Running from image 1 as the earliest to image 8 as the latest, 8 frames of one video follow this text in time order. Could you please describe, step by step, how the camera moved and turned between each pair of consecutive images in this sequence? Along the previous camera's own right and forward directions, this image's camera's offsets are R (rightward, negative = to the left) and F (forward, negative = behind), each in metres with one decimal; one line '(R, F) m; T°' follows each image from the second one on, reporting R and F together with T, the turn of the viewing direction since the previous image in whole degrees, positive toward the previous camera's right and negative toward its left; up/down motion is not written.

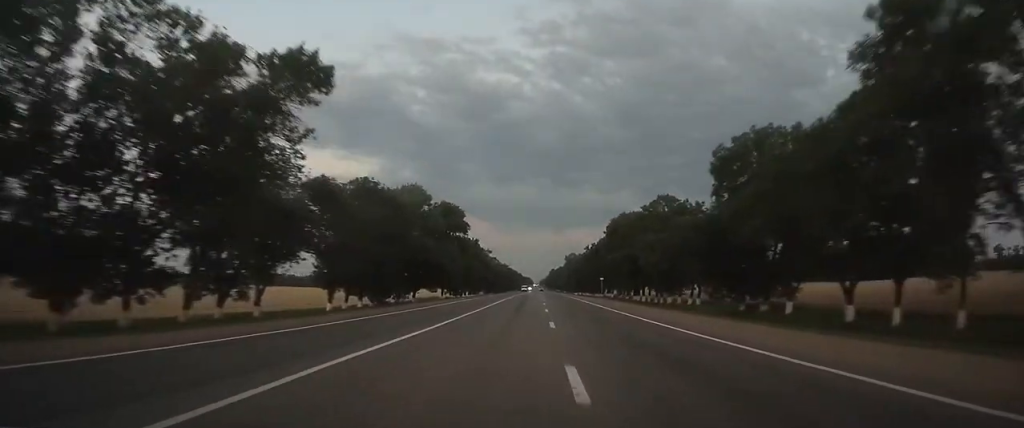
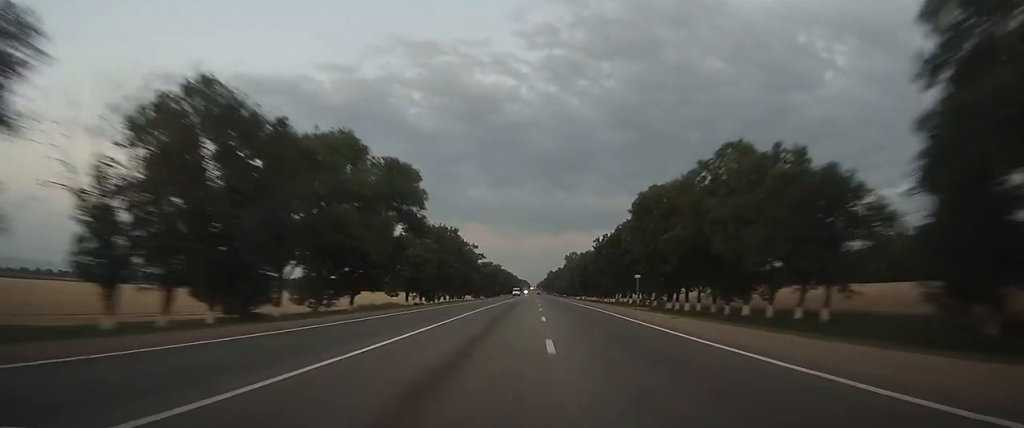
(+0.1, +31.4) m; 0°
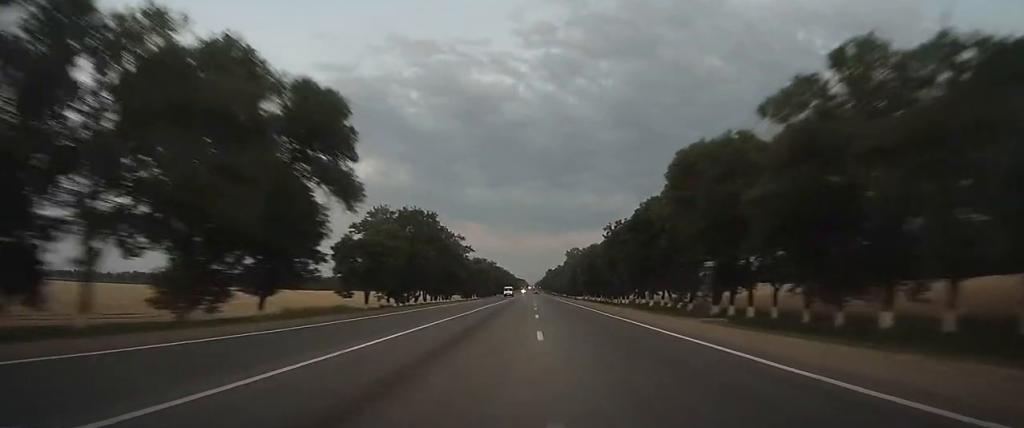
(0.0, +21.7) m; 0°
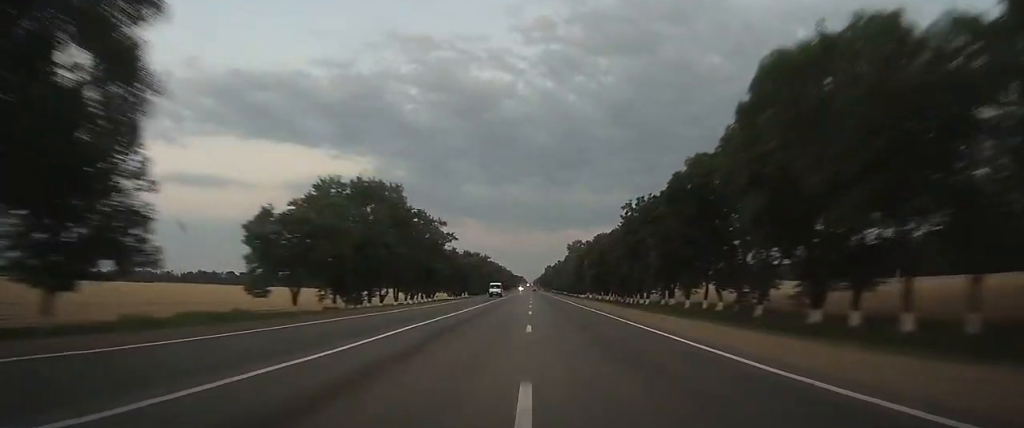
(0.0, +21.7) m; 0°
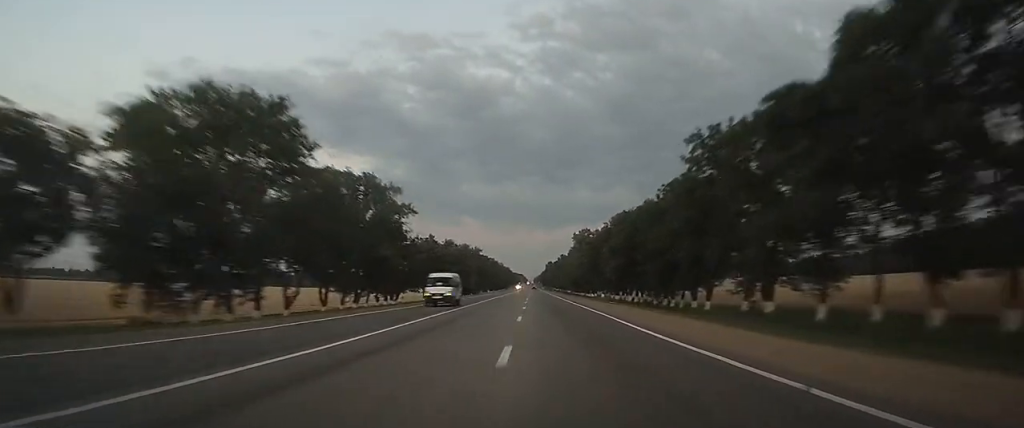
(0.0, +31.3) m; 0°
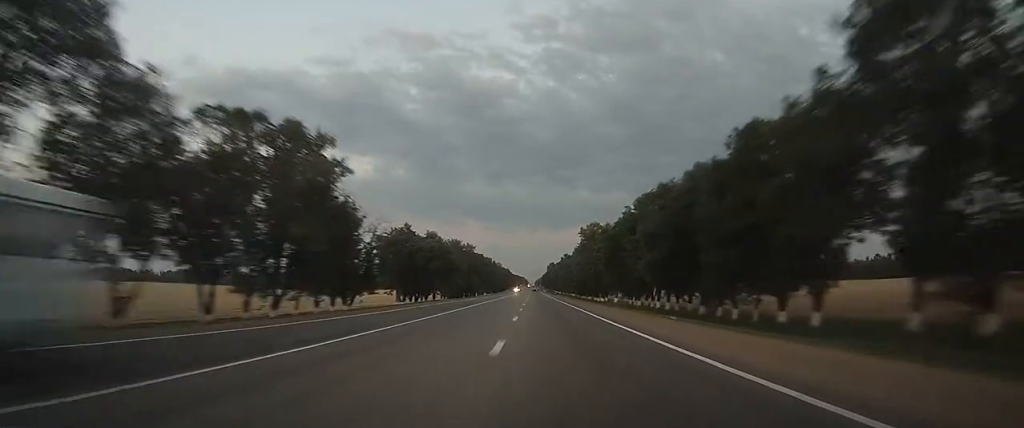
(0.0, +22.5) m; 0°
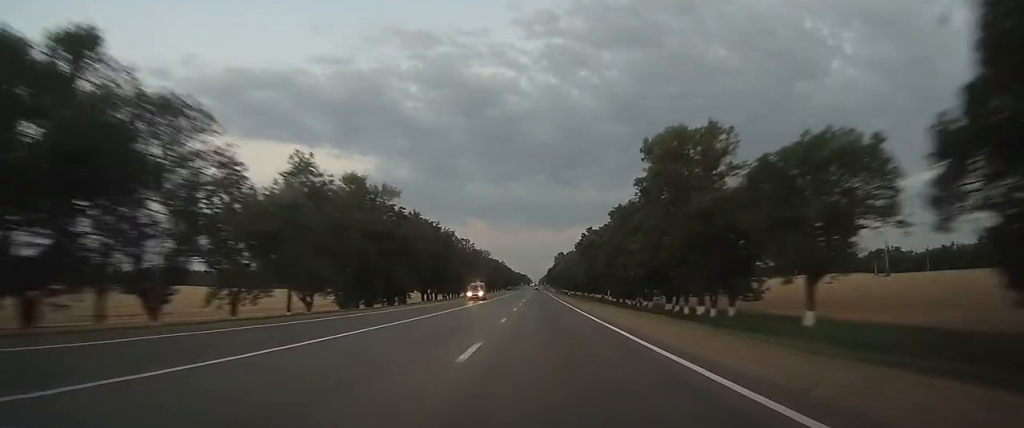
(-0.5, +86.2) m; -1°
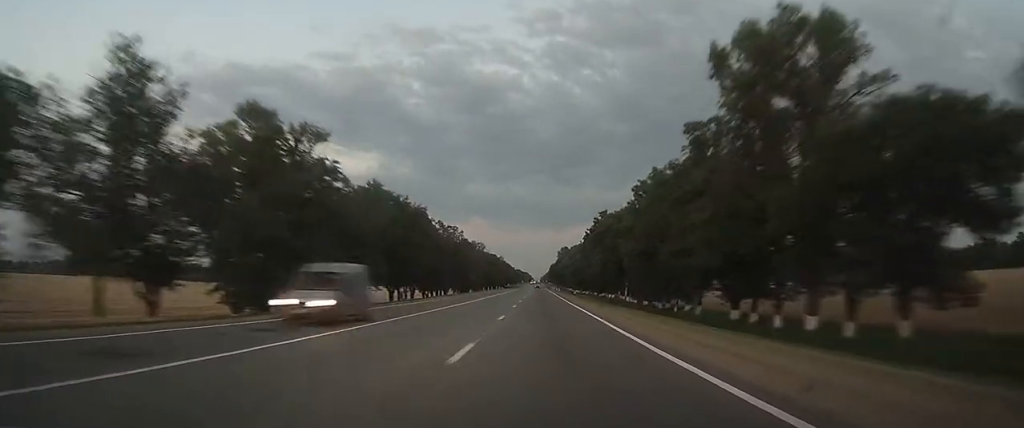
(0.0, +24.8) m; 0°
